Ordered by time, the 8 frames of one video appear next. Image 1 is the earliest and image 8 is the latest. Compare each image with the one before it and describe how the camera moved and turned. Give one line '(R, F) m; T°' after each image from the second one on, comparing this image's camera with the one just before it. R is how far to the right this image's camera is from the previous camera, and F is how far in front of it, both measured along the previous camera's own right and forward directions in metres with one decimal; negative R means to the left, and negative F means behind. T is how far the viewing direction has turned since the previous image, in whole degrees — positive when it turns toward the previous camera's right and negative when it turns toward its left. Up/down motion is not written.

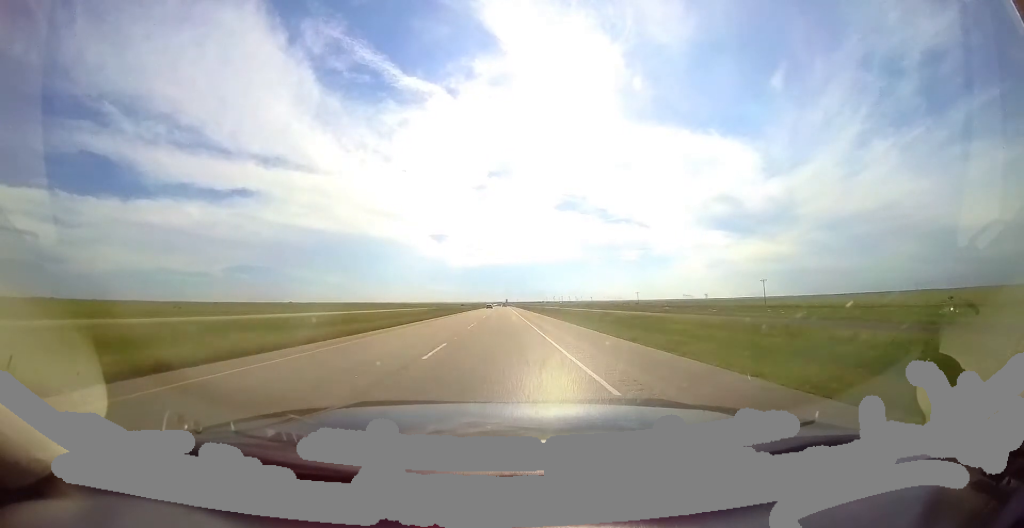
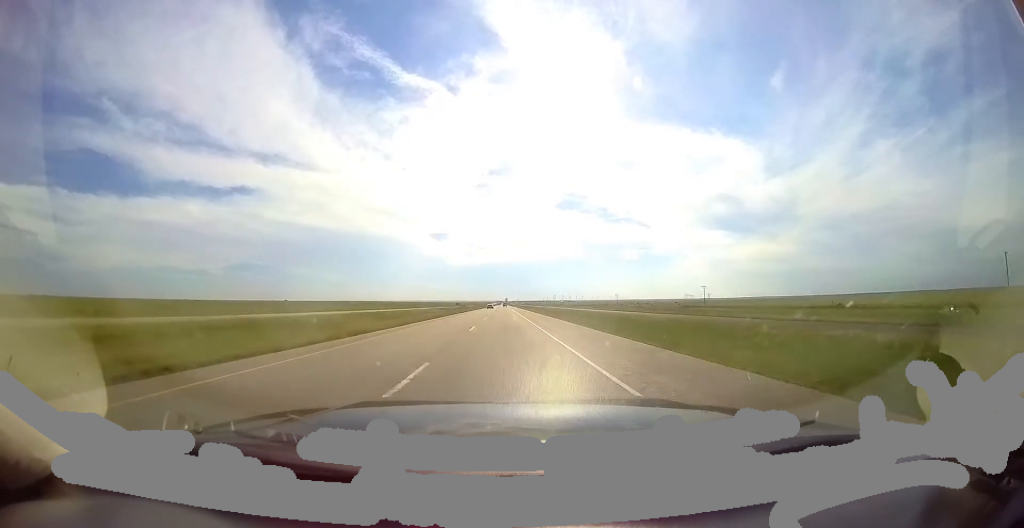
(-0.4, +77.0) m; 0°
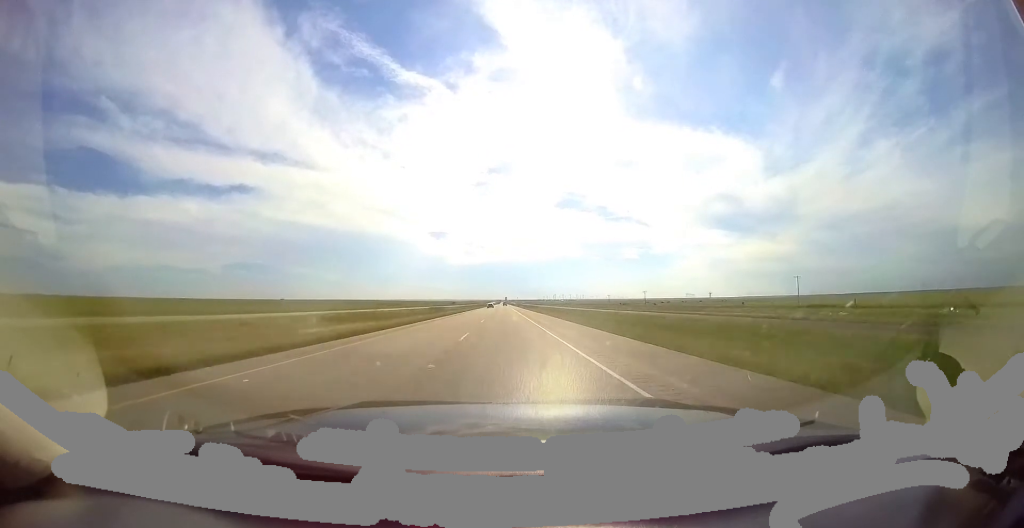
(+0.5, +53.7) m; 0°
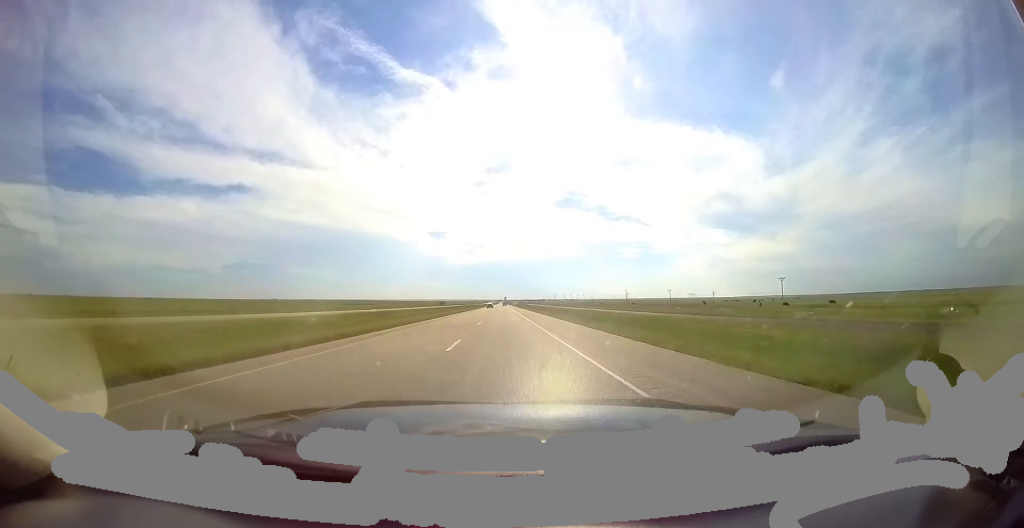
(-0.2, +112.3) m; 0°
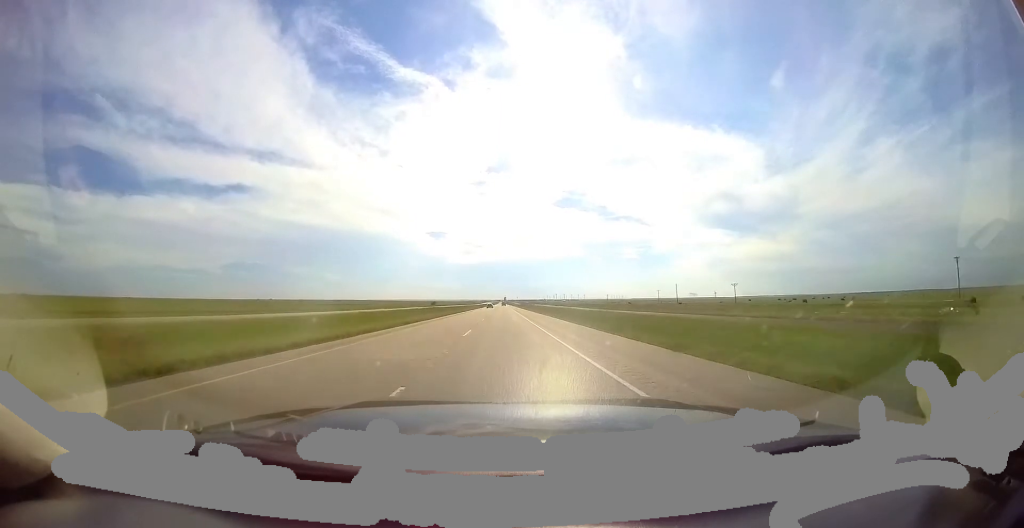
(-0.3, +56.5) m; 0°
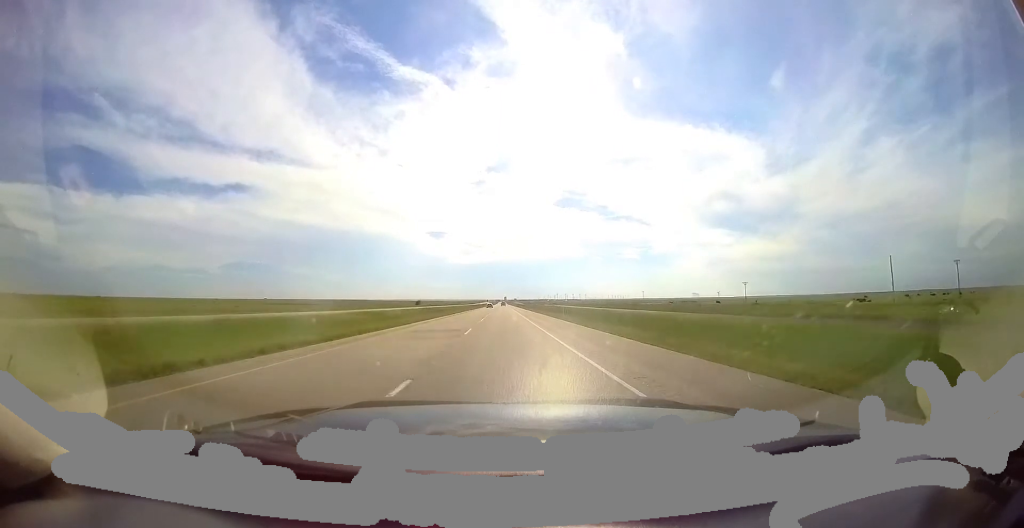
(-0.2, +85.5) m; 0°
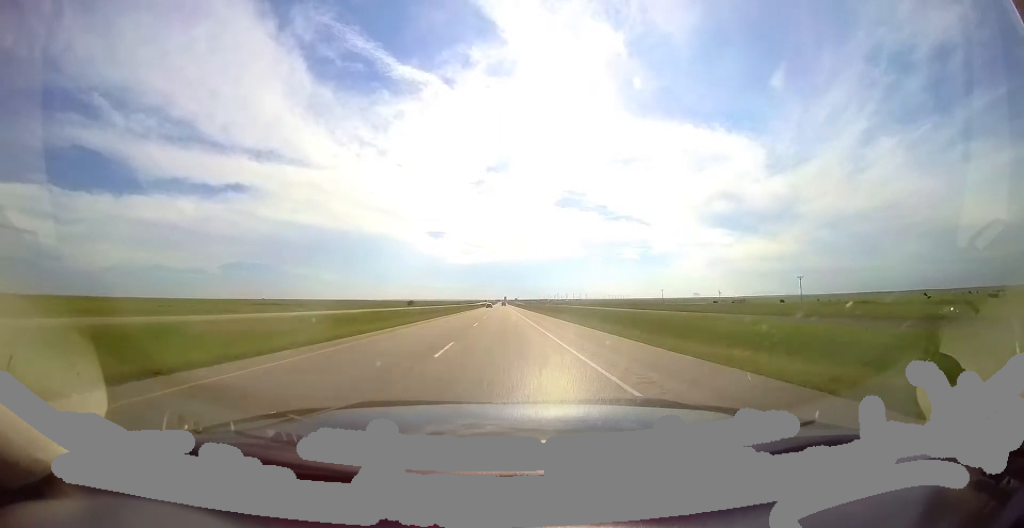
(0.0, +31.1) m; 0°
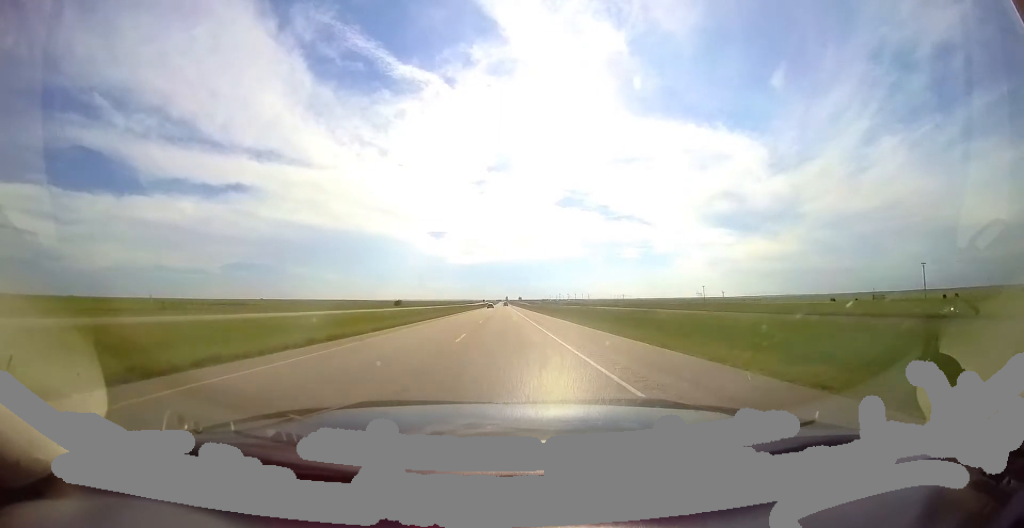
(-0.3, +45.7) m; 0°
